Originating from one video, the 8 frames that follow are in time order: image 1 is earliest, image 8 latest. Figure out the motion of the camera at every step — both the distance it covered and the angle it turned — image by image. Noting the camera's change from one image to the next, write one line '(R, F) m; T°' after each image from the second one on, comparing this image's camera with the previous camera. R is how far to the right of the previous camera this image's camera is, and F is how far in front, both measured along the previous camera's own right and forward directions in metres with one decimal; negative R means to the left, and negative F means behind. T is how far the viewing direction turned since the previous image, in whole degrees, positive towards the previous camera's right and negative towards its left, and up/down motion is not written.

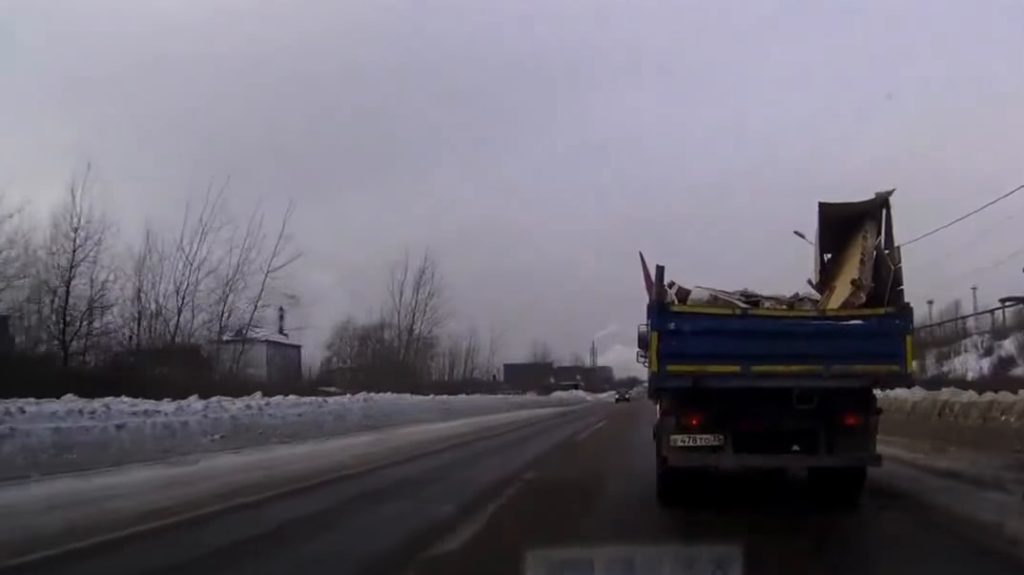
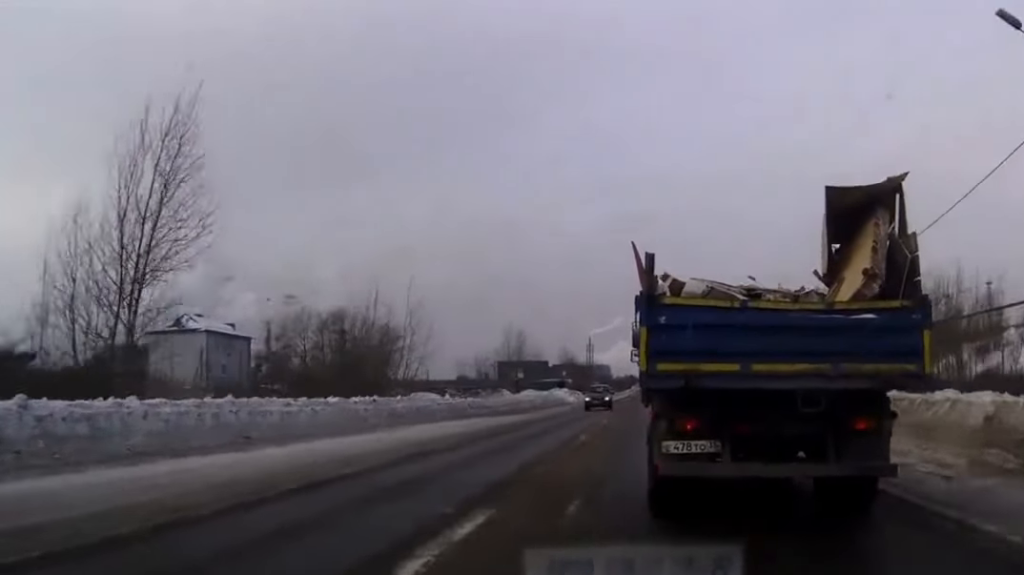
(0.0, +25.8) m; 0°
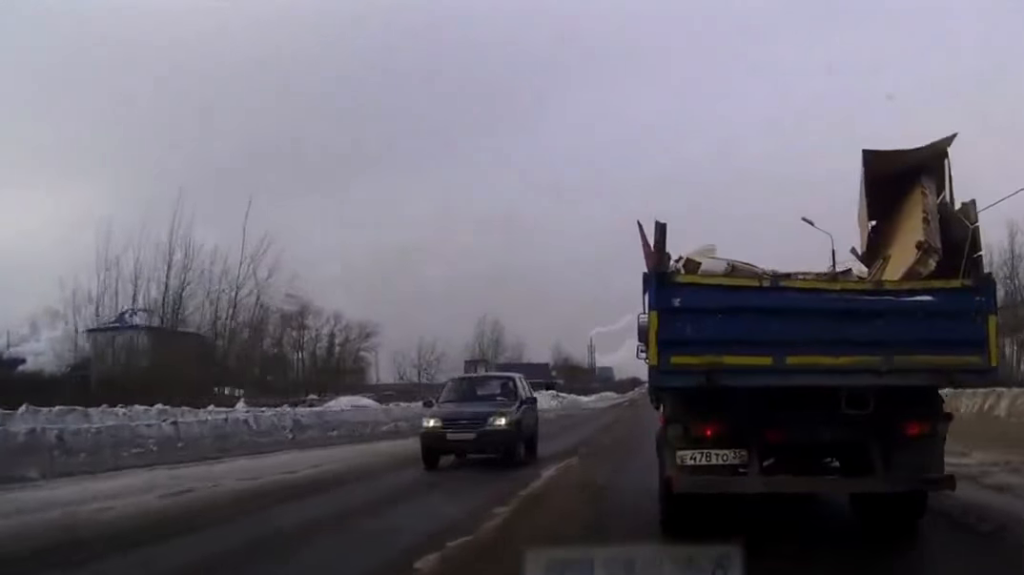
(-0.5, +21.3) m; -2°
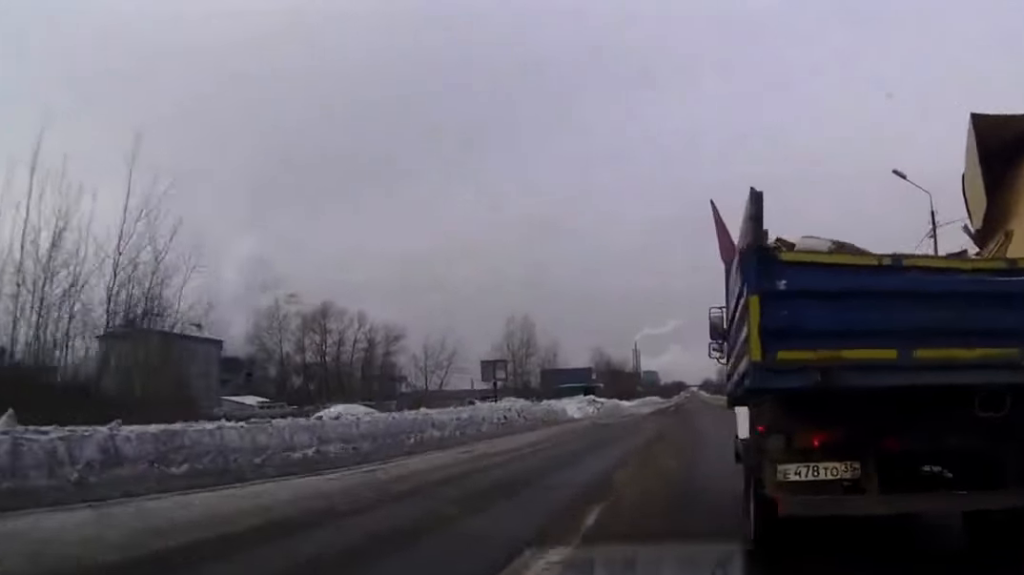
(-0.1, +9.3) m; 0°
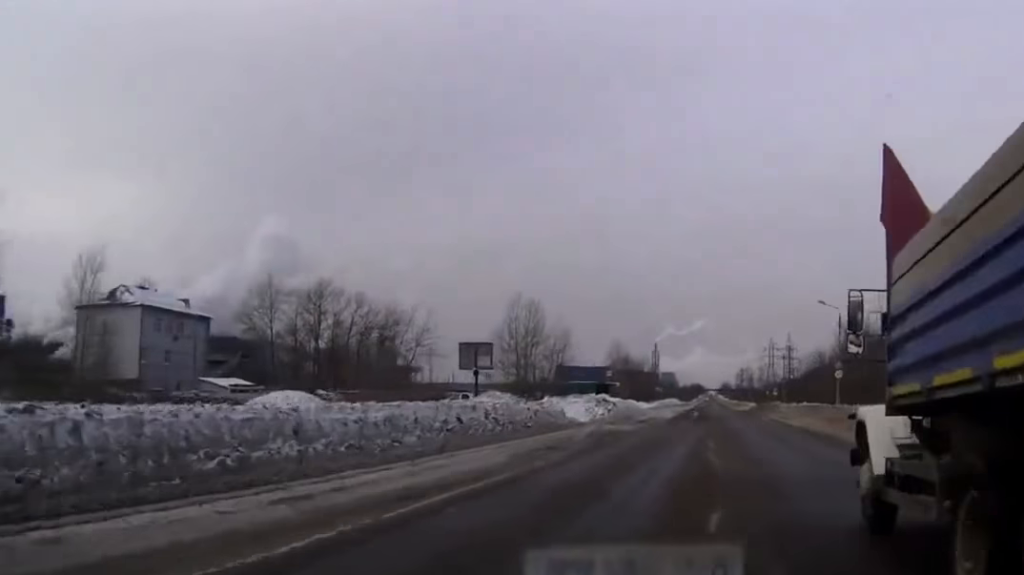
(0.0, +10.7) m; +1°
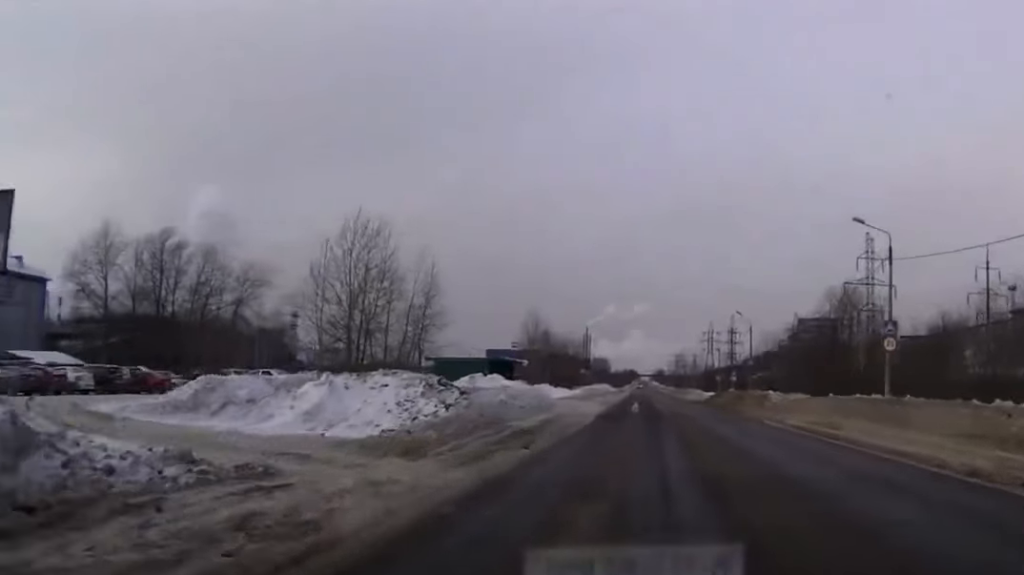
(+0.8, +28.2) m; +4°
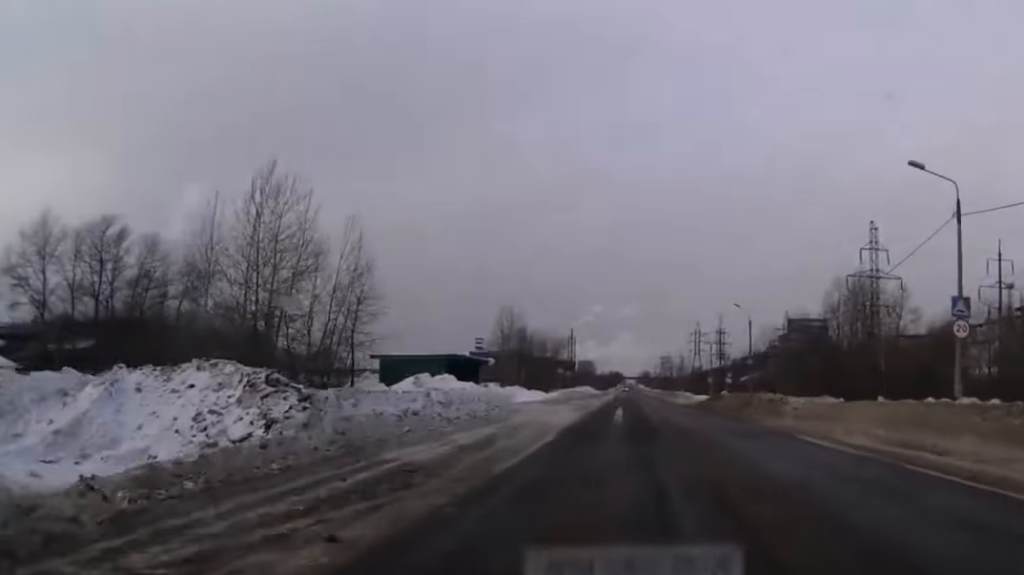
(+0.2, +9.8) m; +1°
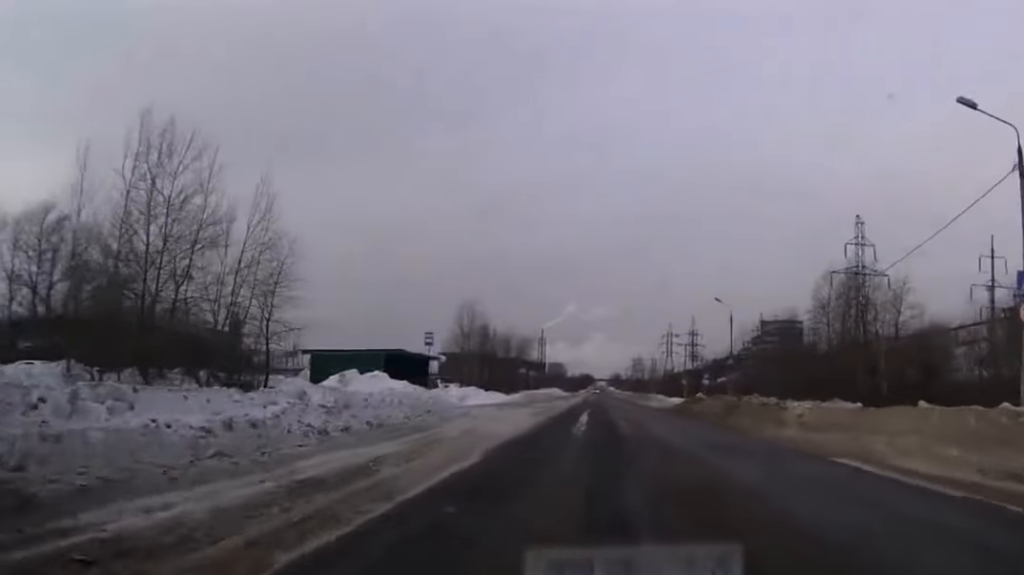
(+0.2, +7.2) m; +1°
